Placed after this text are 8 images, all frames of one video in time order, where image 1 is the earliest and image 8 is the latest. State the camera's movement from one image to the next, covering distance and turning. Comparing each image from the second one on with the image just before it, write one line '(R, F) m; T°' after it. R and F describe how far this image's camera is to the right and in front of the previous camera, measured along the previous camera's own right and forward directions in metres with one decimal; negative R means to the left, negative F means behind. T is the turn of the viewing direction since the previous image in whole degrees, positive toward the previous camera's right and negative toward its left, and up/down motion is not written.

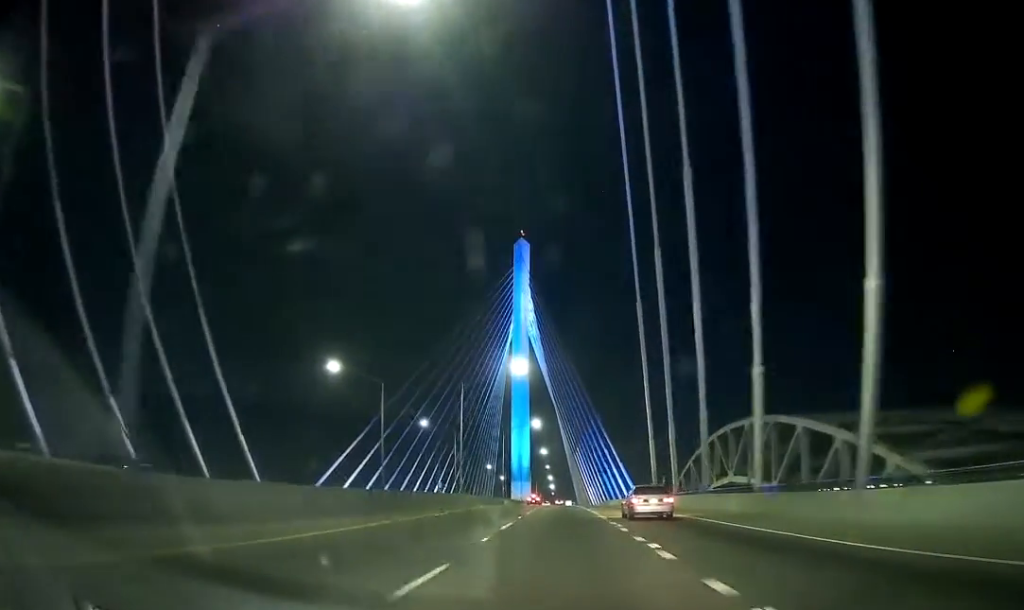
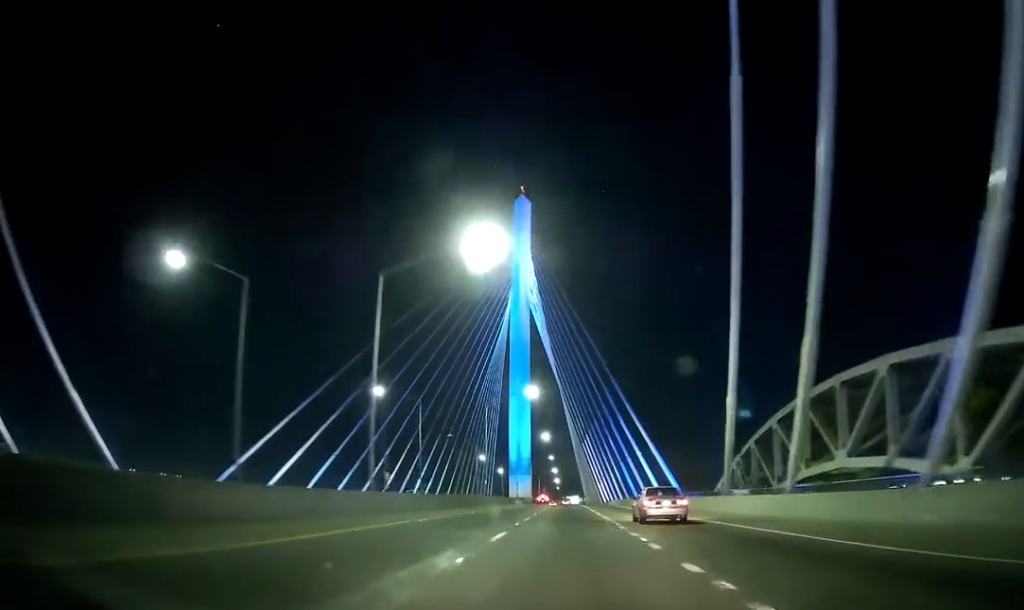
(+0.3, +34.9) m; 0°
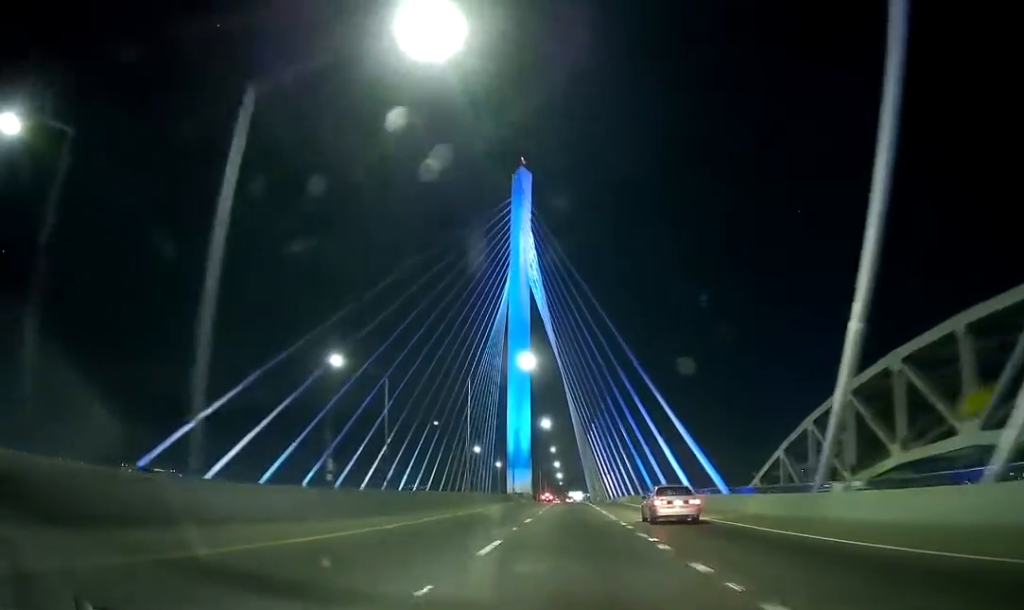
(0.0, +17.8) m; 0°
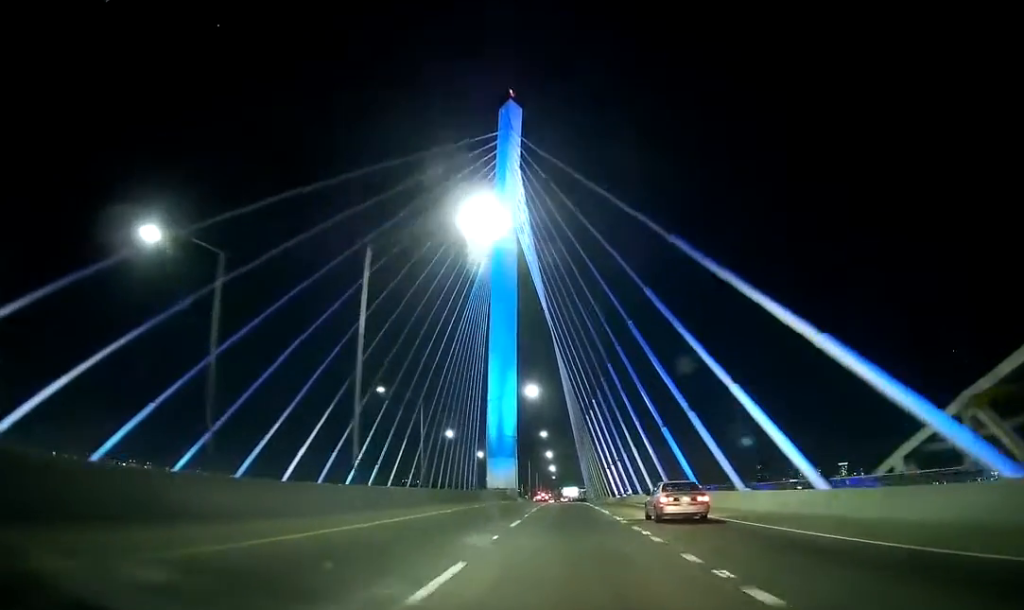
(-0.2, +36.4) m; 0°
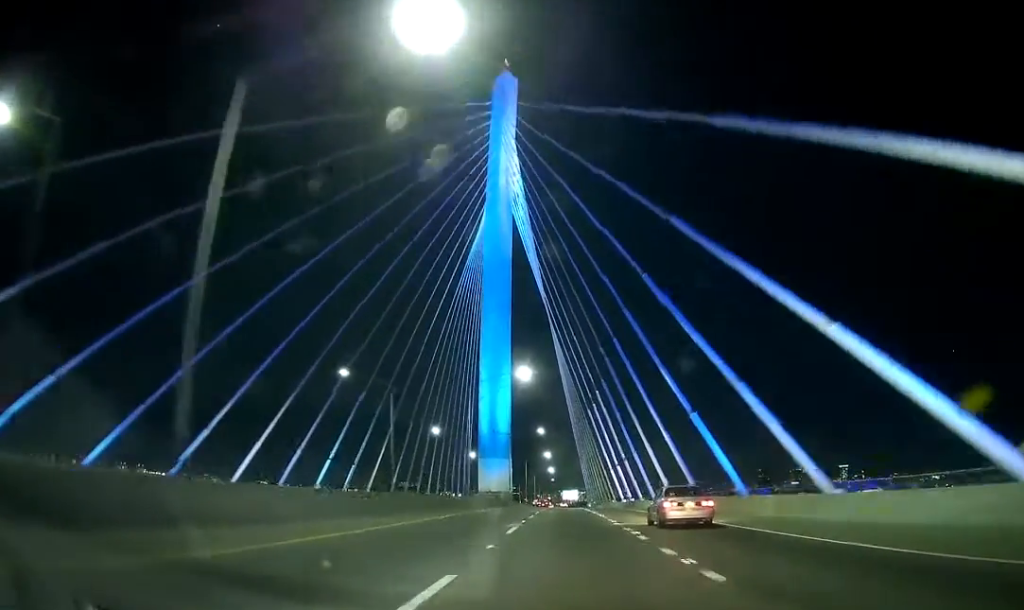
(0.0, +15.4) m; 0°
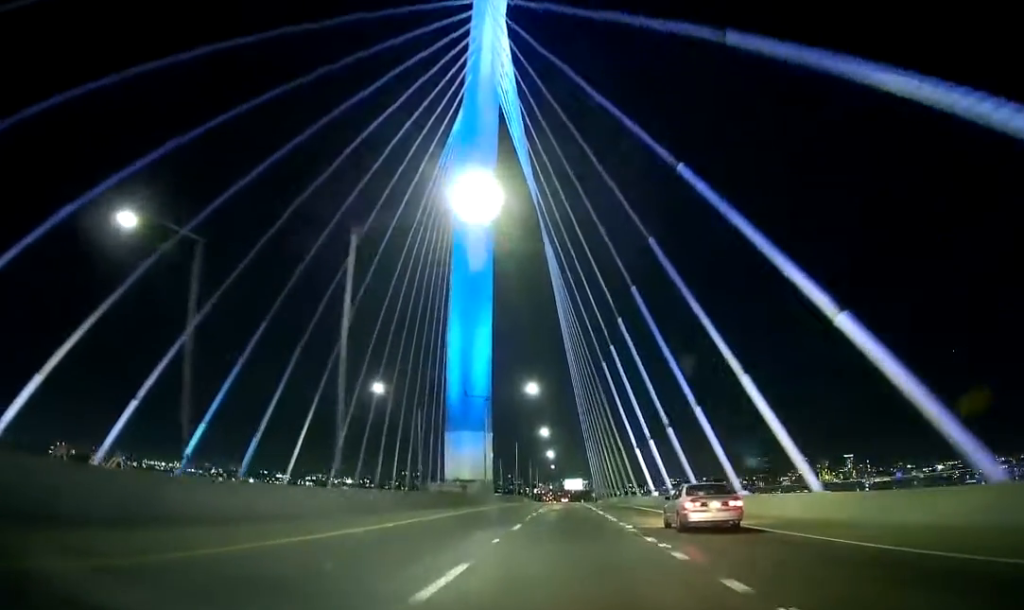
(0.0, +43.1) m; +1°
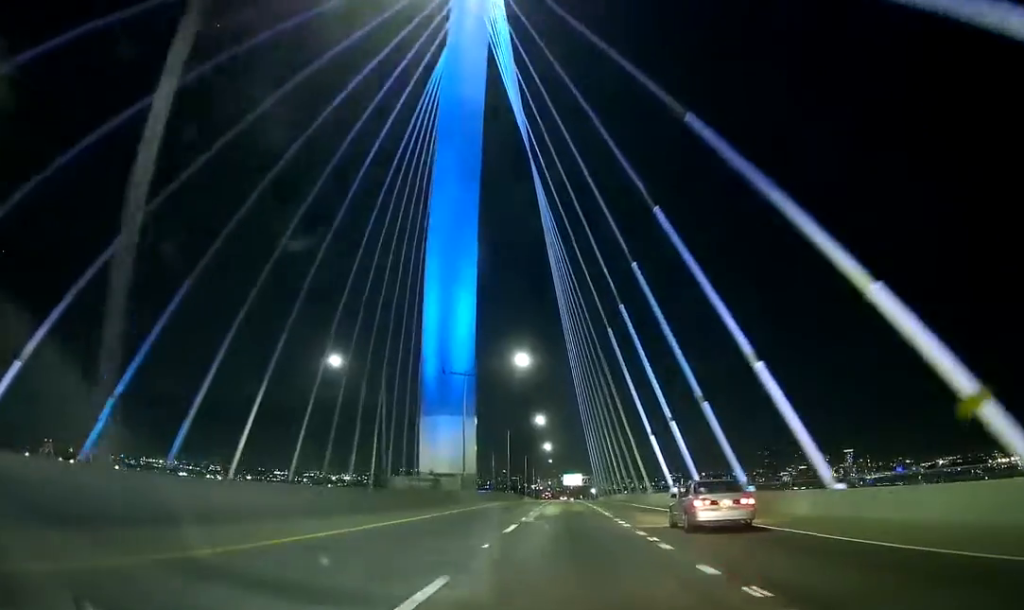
(+0.1, +16.4) m; 0°
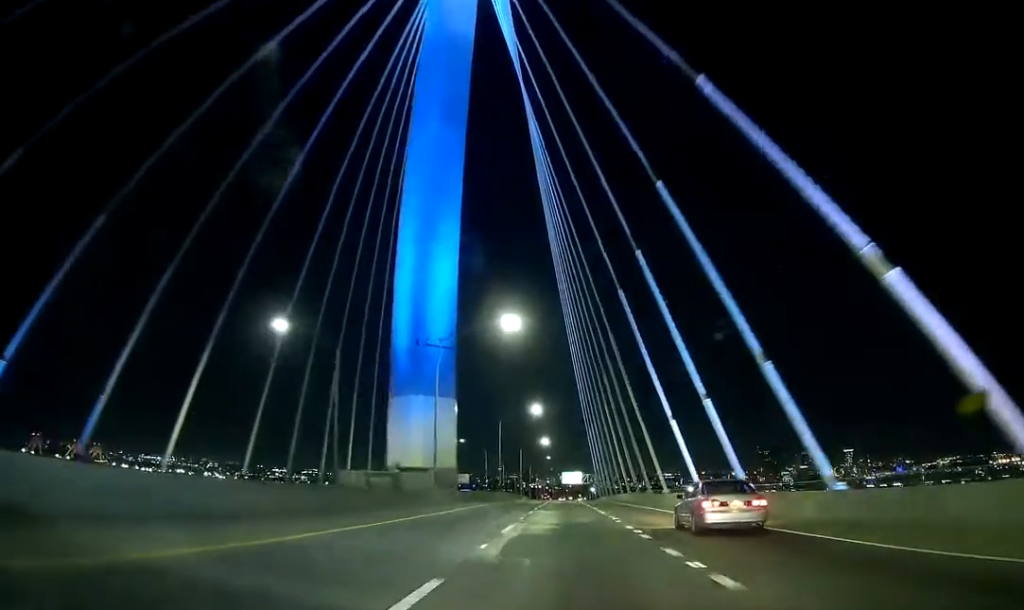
(0.0, +15.5) m; -1°
